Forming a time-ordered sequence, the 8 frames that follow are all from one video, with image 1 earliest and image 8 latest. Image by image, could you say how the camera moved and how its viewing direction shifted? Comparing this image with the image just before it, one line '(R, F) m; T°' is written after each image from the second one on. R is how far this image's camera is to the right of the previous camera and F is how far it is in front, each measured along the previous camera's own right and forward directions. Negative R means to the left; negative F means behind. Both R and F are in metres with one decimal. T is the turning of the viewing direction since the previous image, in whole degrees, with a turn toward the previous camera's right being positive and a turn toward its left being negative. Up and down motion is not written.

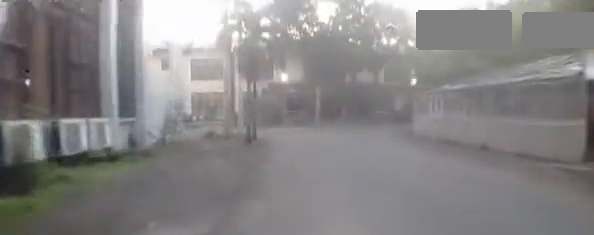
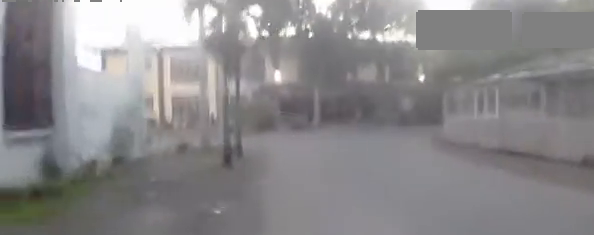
(0.0, +4.4) m; +3°
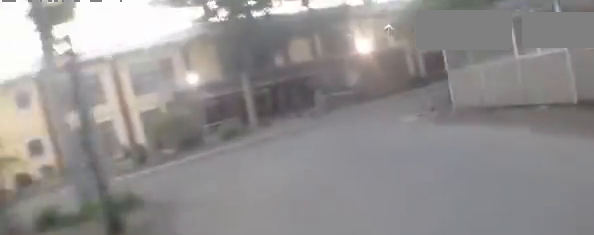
(+0.2, +5.9) m; +10°
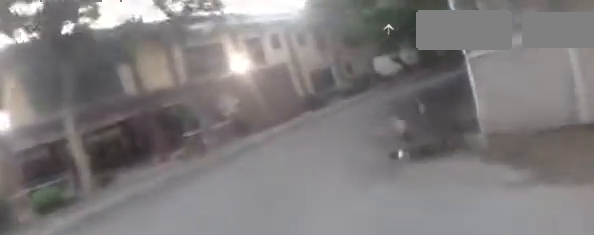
(+0.6, +6.2) m; +18°
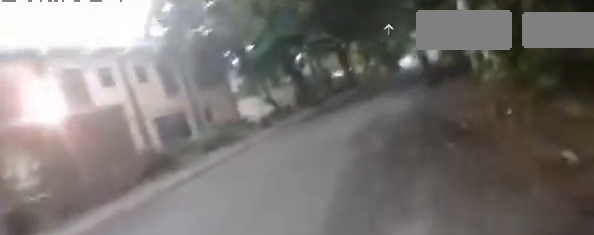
(+1.7, +7.5) m; +22°
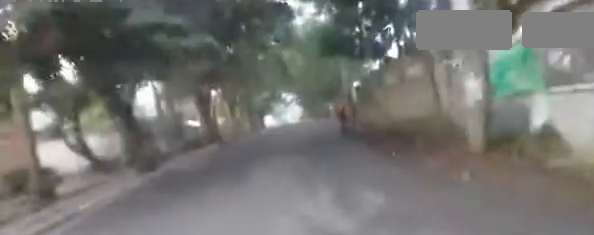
(+1.2, +7.2) m; +20°
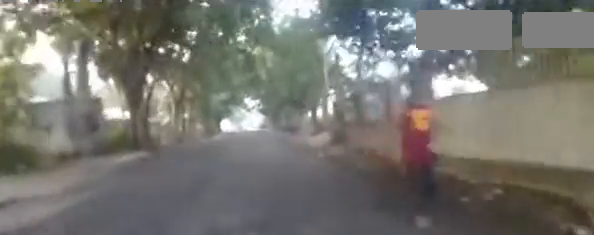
(+1.1, +6.5) m; +11°
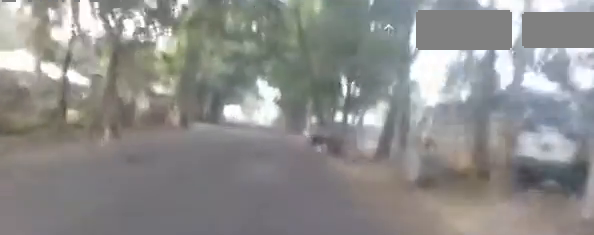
(+0.6, +18.1) m; 0°
